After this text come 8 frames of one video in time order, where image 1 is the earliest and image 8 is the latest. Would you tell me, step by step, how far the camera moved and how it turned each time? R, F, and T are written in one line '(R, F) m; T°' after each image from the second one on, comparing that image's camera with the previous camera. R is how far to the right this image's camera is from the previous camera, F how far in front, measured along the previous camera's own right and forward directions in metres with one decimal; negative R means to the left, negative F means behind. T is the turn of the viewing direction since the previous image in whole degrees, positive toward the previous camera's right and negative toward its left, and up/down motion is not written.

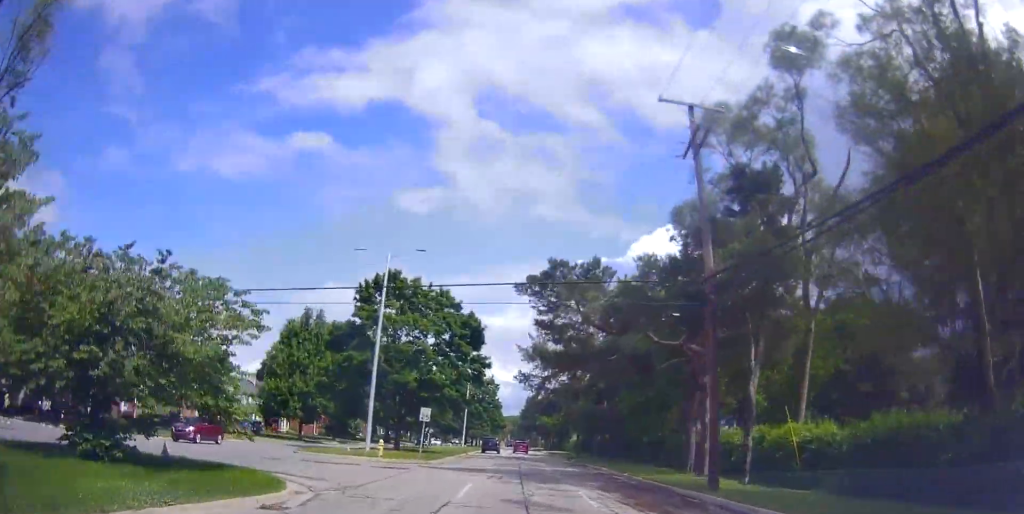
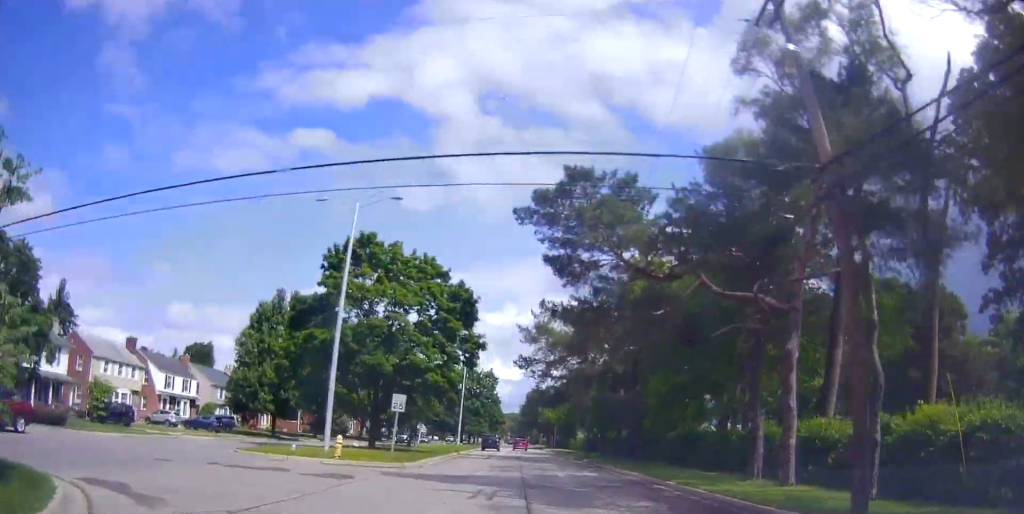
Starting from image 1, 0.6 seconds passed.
(-0.1, +8.6) m; 0°
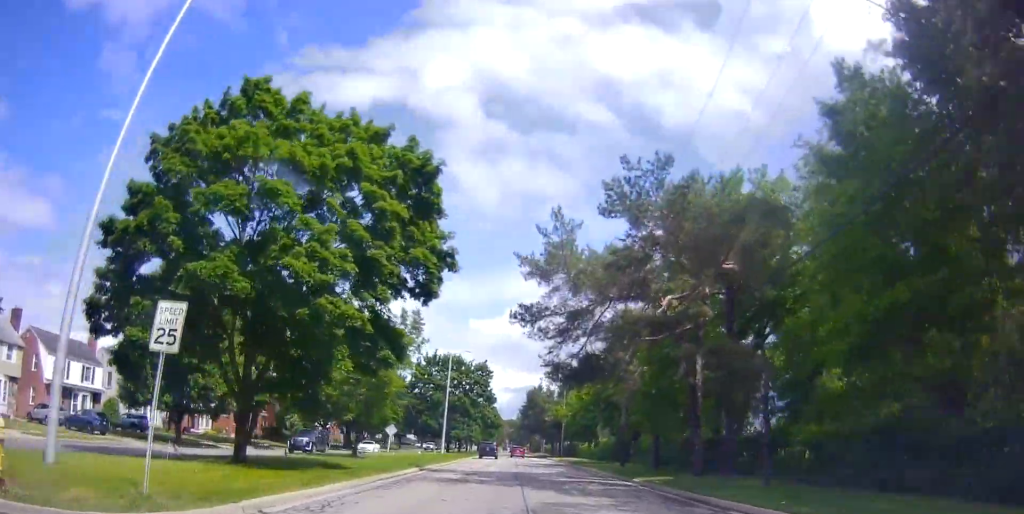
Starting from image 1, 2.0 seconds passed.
(+0.7, +19.9) m; +3°
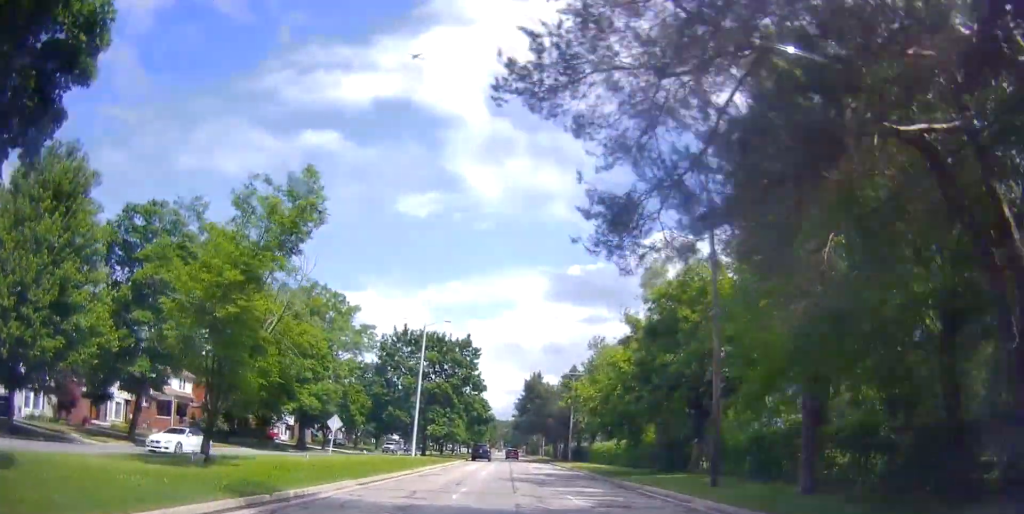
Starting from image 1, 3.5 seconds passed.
(+0.3, +19.3) m; +1°
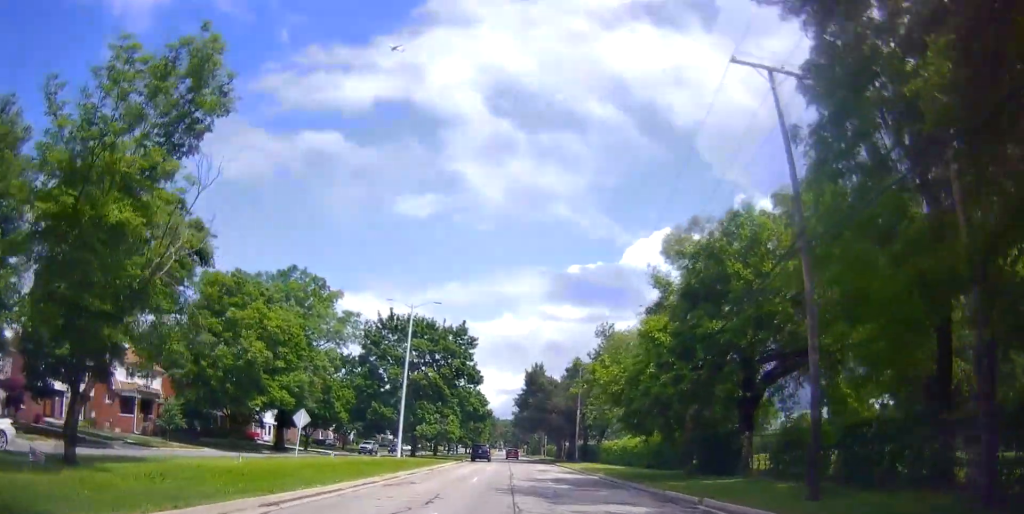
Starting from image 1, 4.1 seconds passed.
(-0.2, +7.3) m; 0°
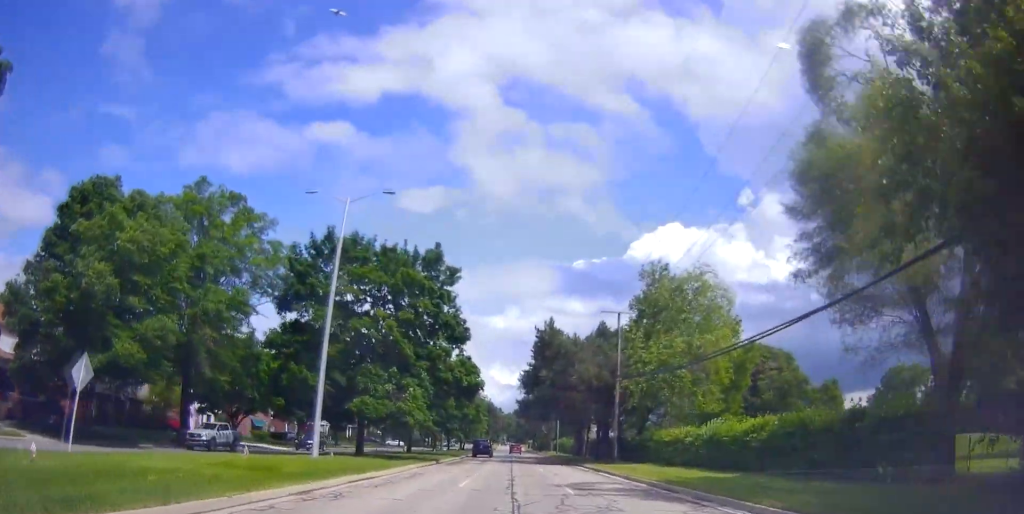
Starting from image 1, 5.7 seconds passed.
(0.0, +21.0) m; 0°
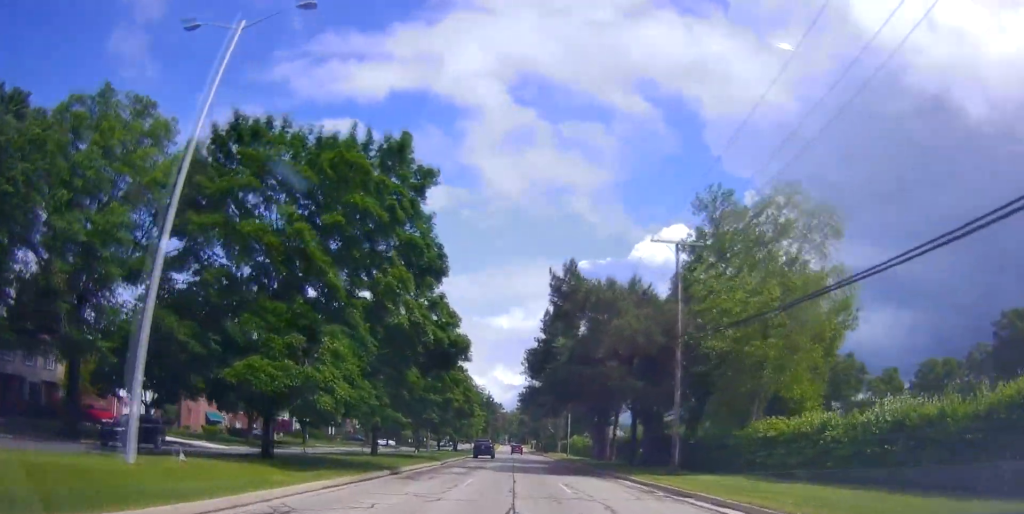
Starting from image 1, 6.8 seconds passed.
(-0.1, +13.8) m; 0°
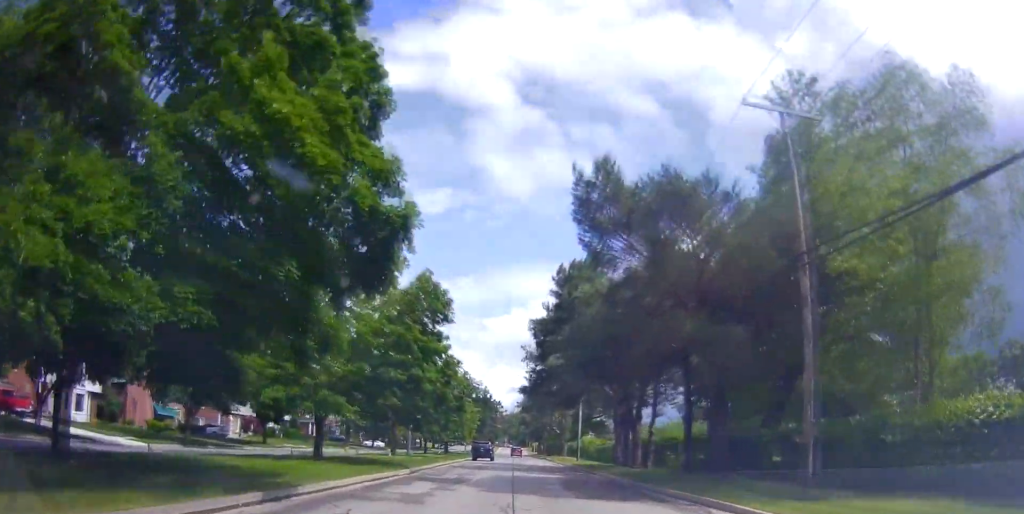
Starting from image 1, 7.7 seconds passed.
(+0.1, +11.3) m; 0°
